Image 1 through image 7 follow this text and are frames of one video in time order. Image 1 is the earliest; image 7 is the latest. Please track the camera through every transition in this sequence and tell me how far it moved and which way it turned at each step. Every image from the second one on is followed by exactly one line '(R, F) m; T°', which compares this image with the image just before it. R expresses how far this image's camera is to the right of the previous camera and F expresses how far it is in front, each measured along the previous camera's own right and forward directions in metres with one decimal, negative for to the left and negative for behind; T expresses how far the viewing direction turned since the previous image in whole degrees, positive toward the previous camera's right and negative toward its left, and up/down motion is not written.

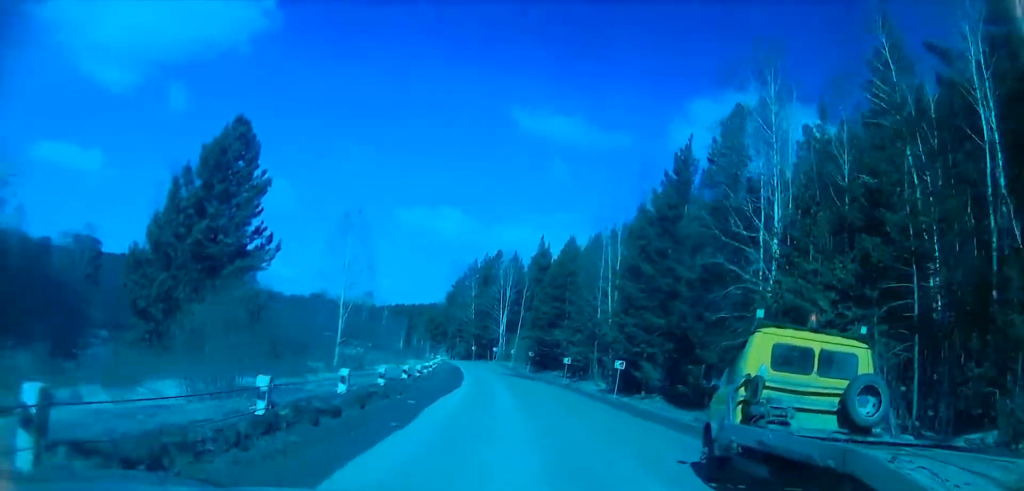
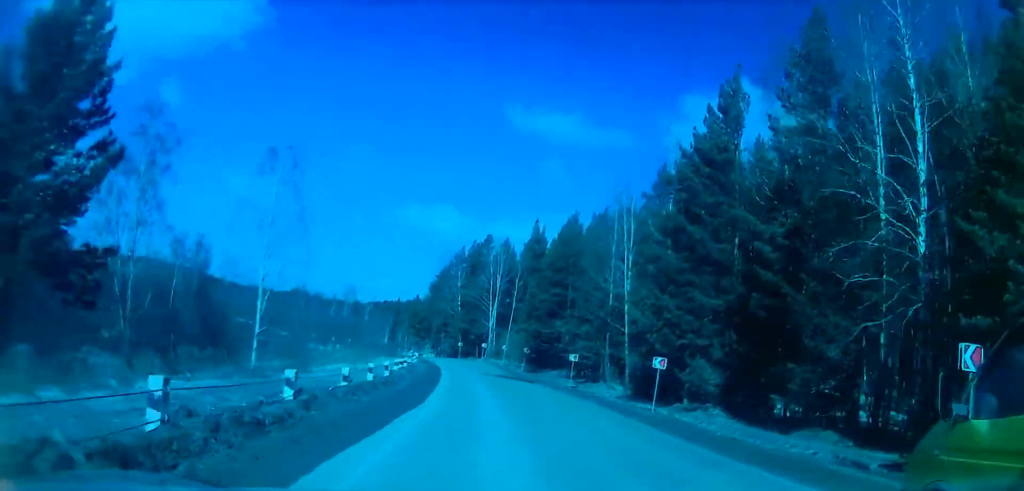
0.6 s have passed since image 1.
(+0.1, +11.2) m; -1°
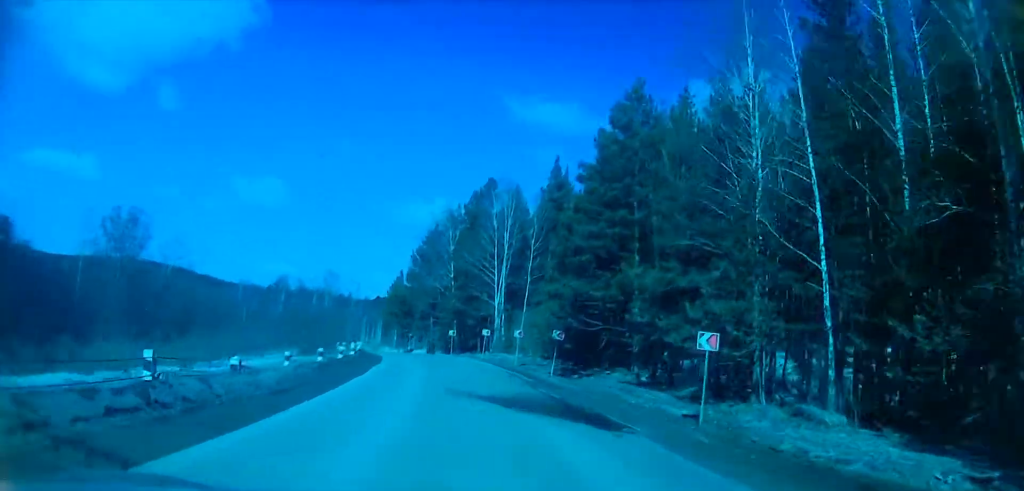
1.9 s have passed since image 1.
(-0.6, +27.6) m; -2°
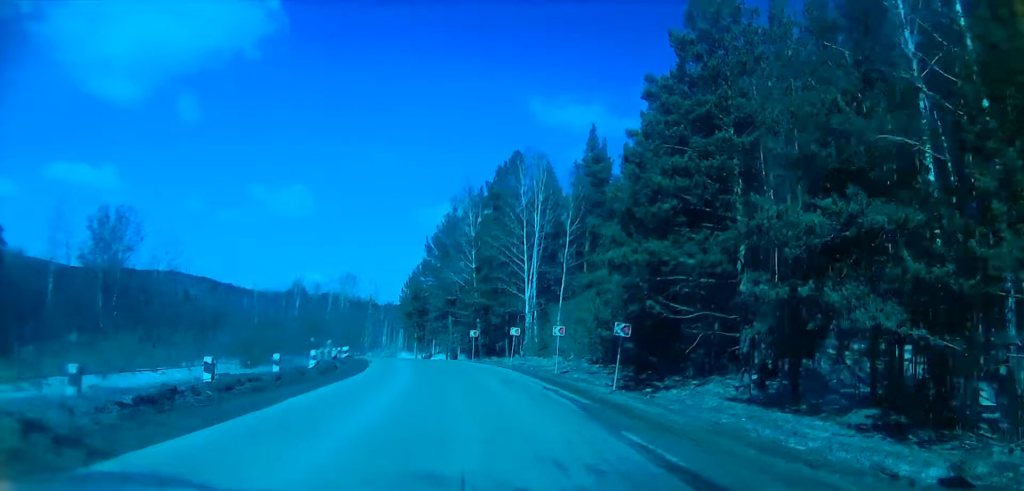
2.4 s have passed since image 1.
(+0.1, +11.7) m; -1°
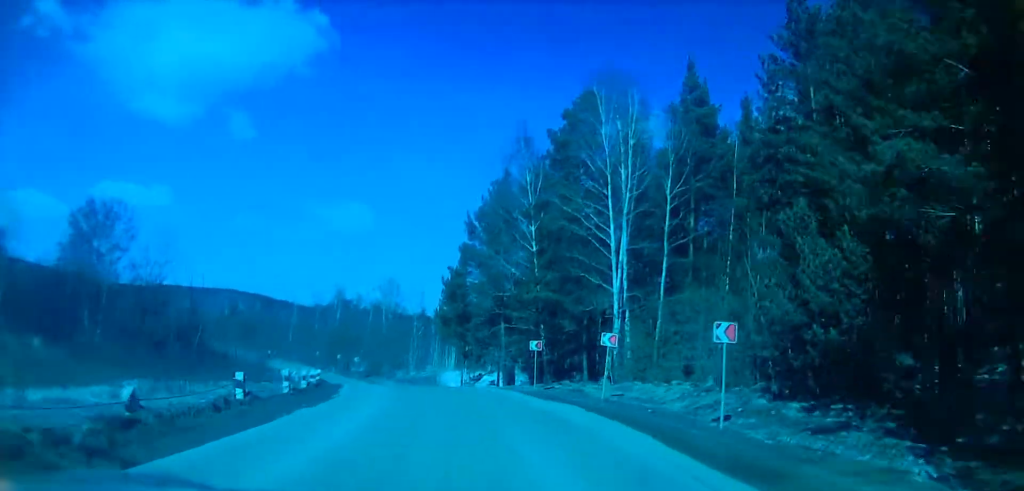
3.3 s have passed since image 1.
(-0.7, +20.2) m; -4°
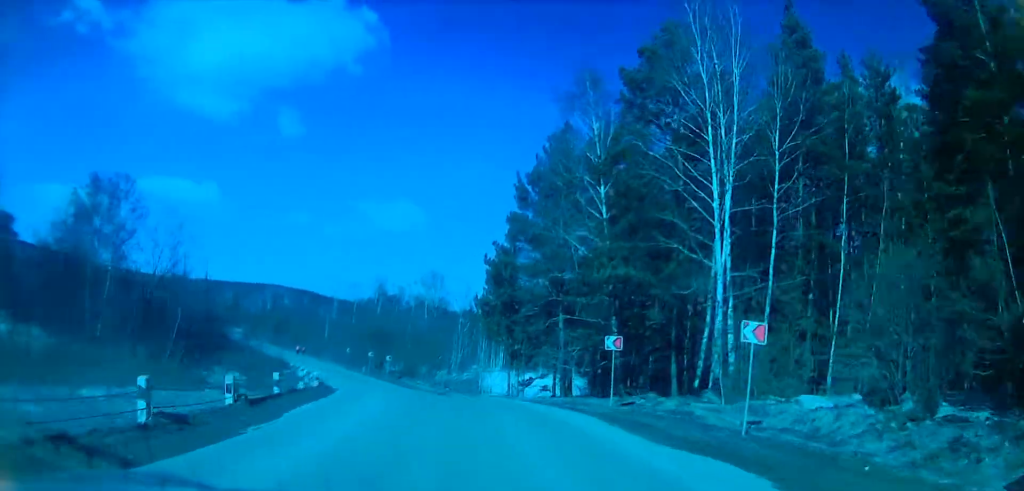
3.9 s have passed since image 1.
(-0.3, +11.4) m; -4°
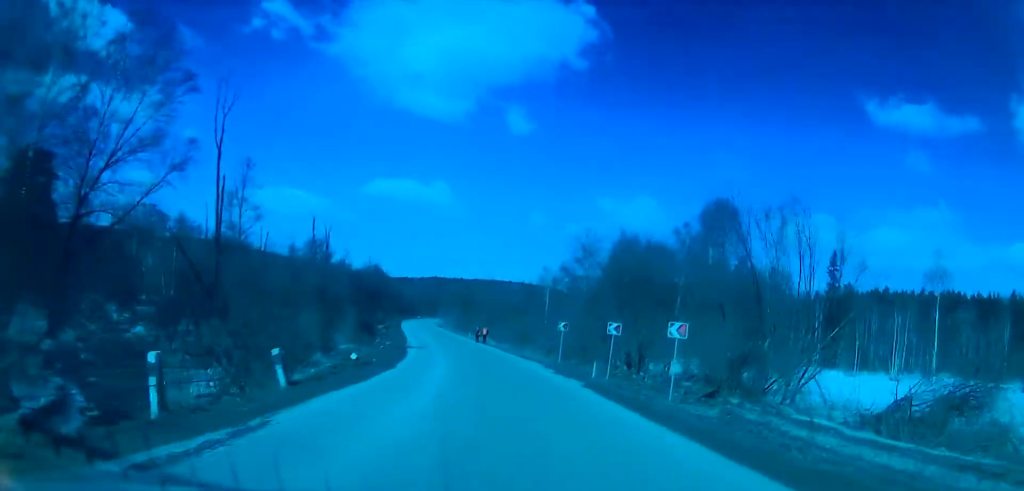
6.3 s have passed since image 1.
(-9.0, +50.5) m; -20°
